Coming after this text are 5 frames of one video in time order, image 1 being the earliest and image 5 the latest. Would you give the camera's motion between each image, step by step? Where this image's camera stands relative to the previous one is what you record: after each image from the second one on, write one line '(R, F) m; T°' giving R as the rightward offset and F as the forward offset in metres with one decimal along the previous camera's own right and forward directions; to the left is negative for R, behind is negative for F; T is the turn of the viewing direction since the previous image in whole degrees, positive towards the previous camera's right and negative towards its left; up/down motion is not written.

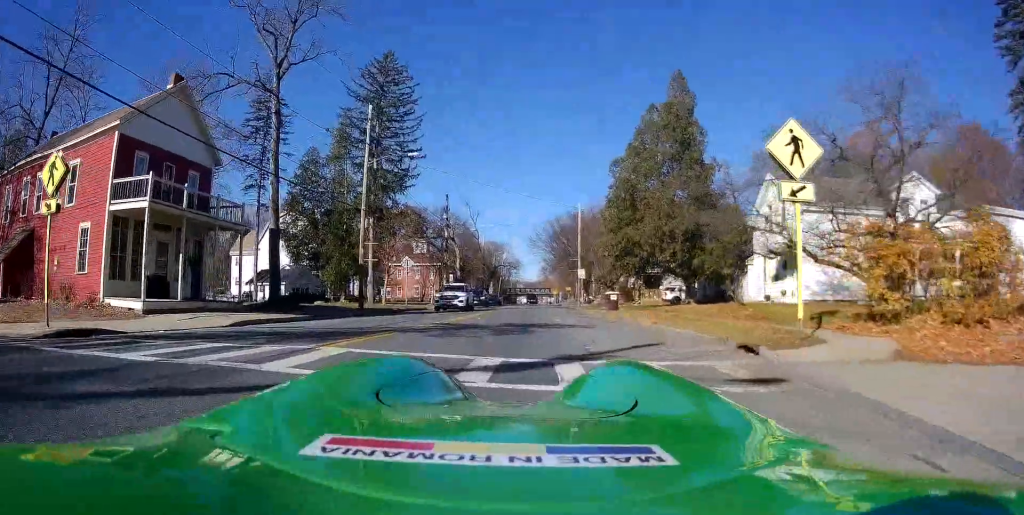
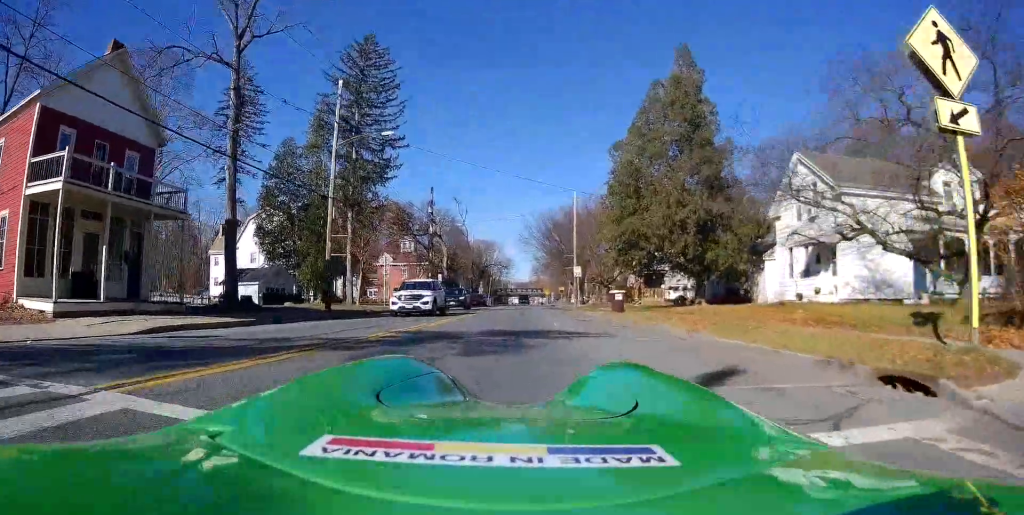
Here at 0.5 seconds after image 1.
(+0.2, +4.4) m; -1°
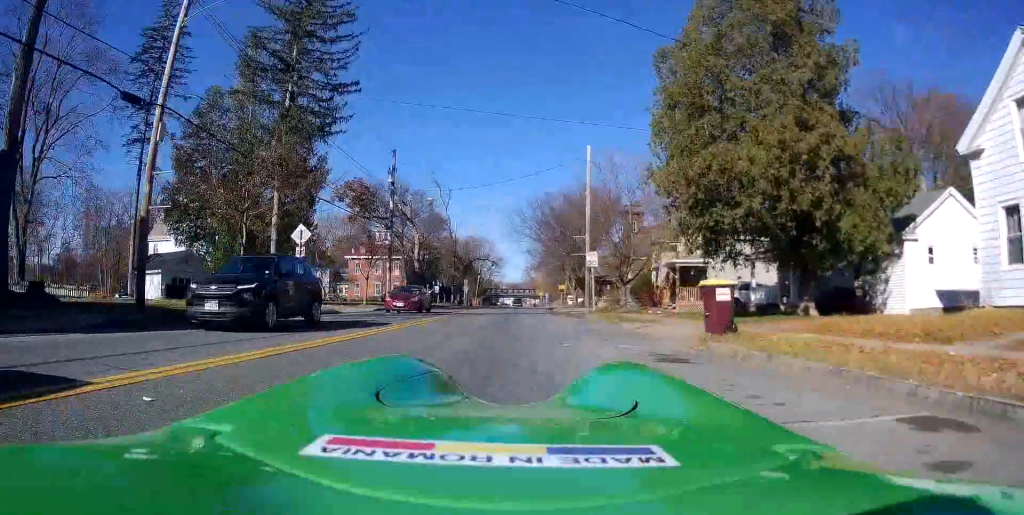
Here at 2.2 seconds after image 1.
(-0.5, +14.5) m; -3°
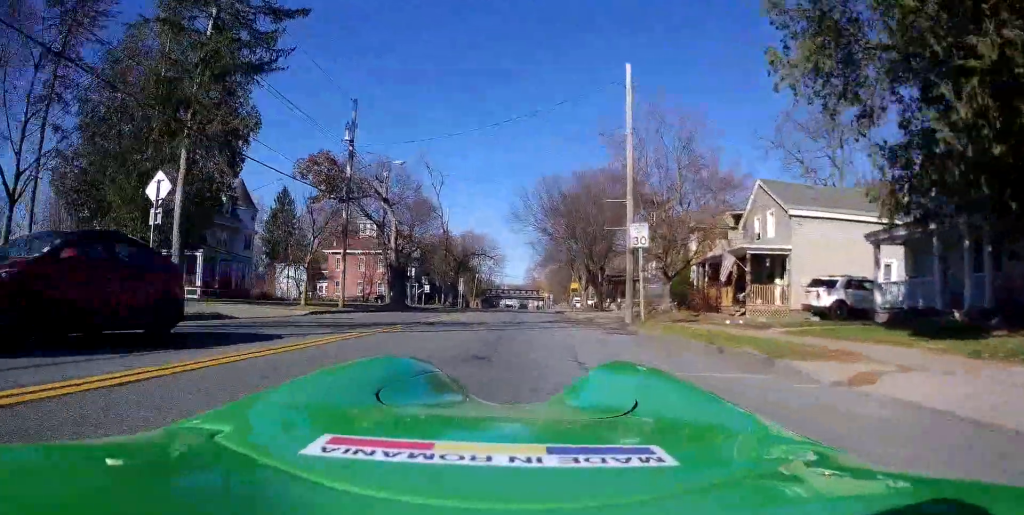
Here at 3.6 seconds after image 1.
(-0.5, +11.9) m; 0°
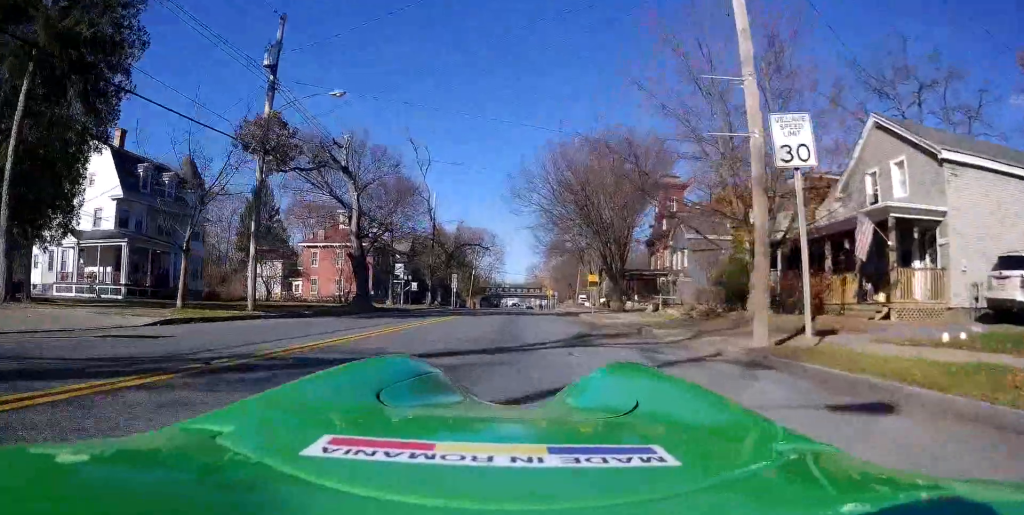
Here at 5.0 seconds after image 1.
(+0.8, +11.1) m; +4°
